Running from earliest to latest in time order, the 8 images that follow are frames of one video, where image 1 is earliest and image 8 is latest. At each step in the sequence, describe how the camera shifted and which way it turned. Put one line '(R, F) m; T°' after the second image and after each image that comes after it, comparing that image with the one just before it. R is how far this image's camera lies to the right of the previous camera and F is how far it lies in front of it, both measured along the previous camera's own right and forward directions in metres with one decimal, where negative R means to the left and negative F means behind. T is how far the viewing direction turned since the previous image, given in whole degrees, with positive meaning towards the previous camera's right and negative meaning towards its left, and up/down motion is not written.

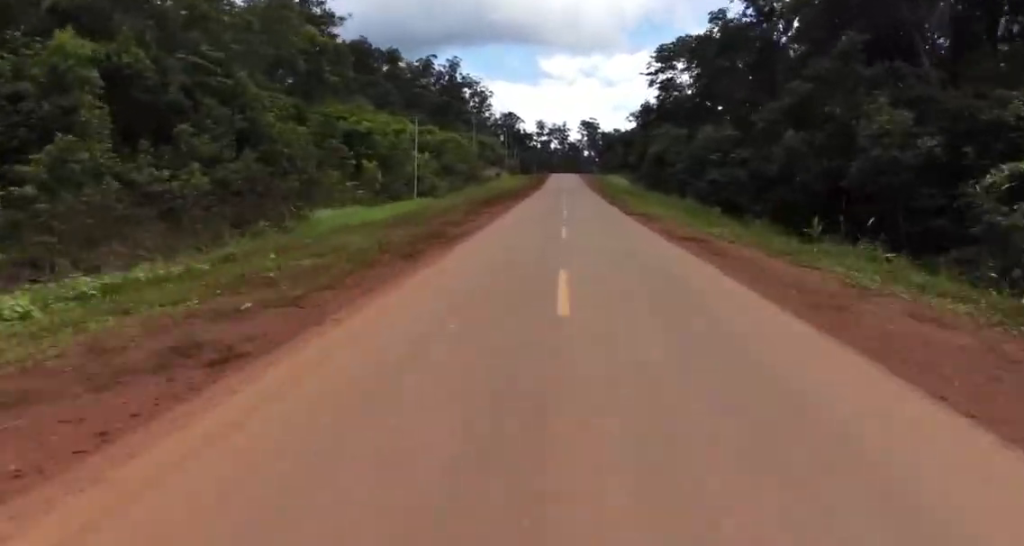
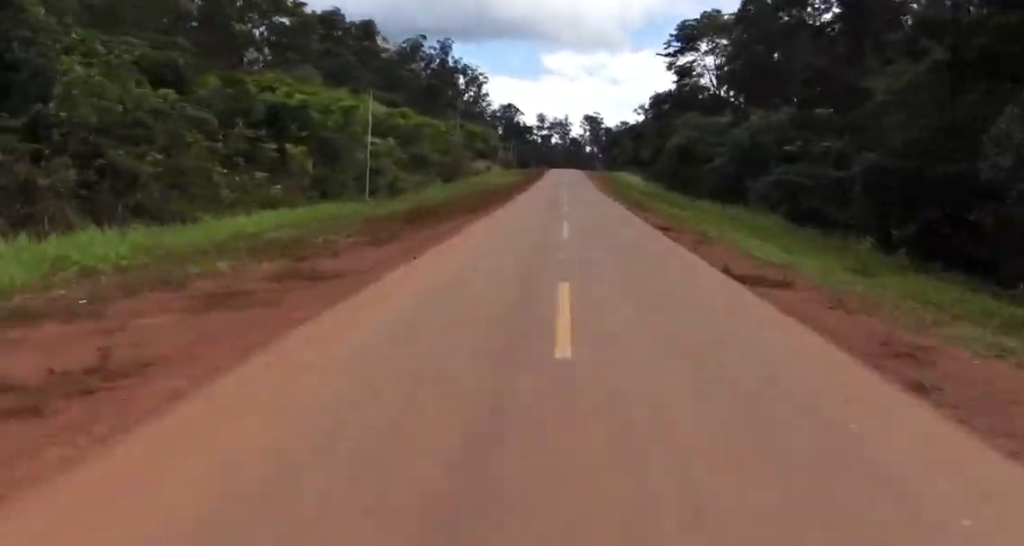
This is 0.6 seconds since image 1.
(0.0, +16.8) m; 0°
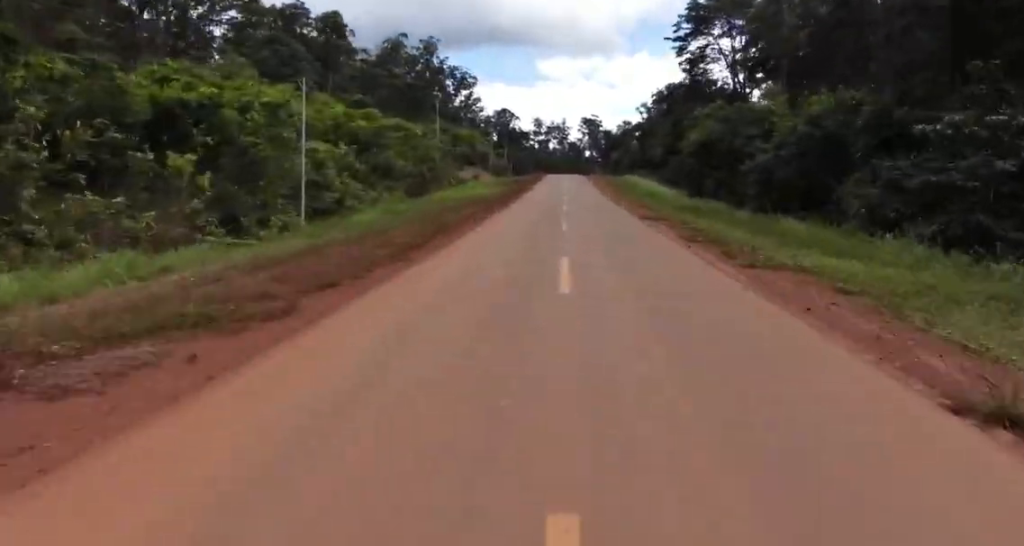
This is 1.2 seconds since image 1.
(+0.1, +13.9) m; -1°
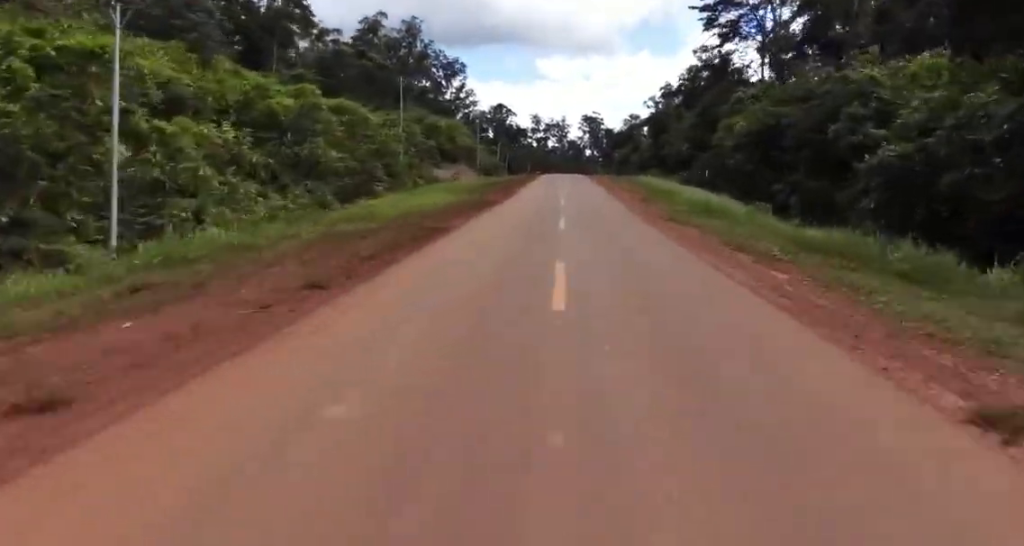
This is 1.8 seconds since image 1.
(-0.3, +17.1) m; +1°
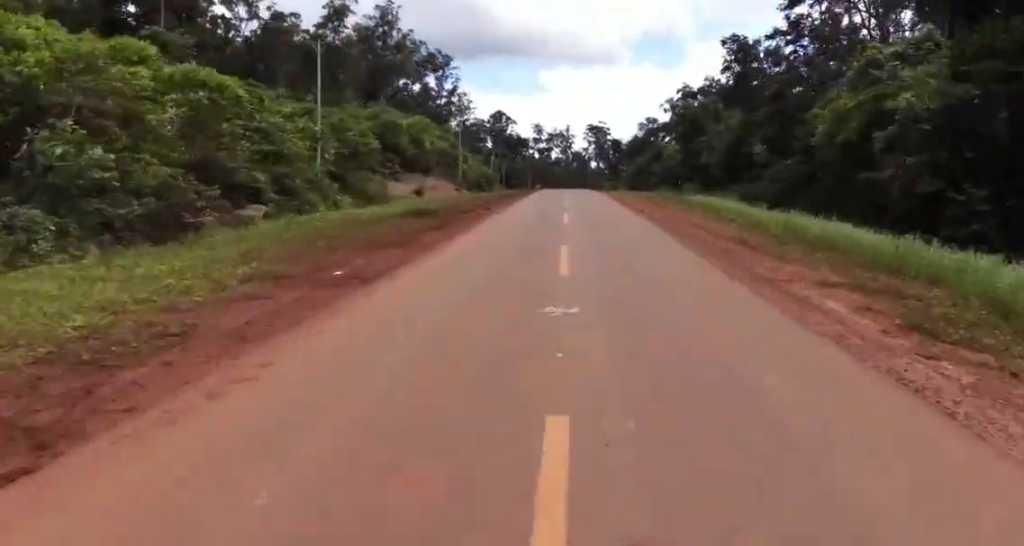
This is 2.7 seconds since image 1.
(-0.1, +21.8) m; +2°
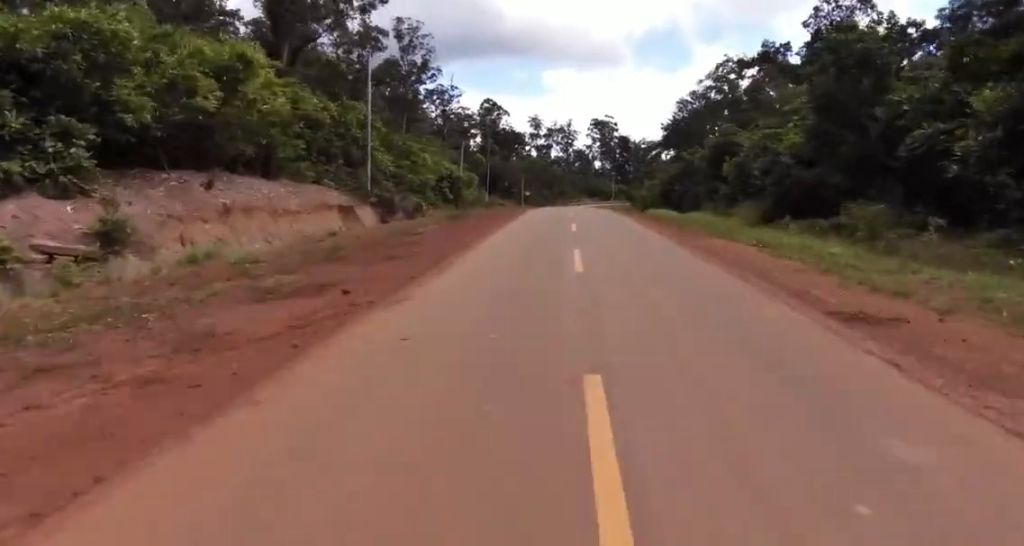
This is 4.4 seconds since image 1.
(-0.5, +40.7) m; -5°
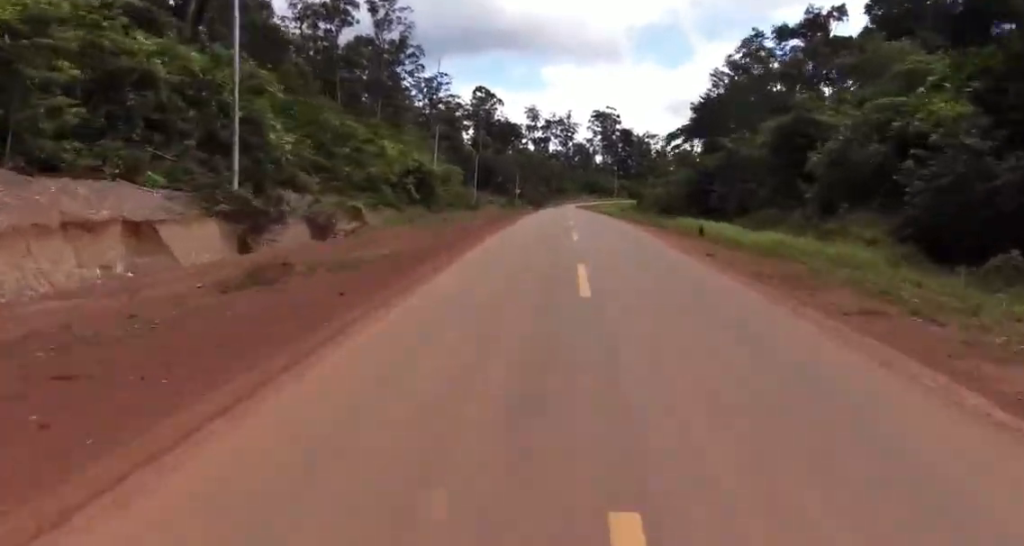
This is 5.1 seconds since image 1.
(-0.1, +17.0) m; 0°
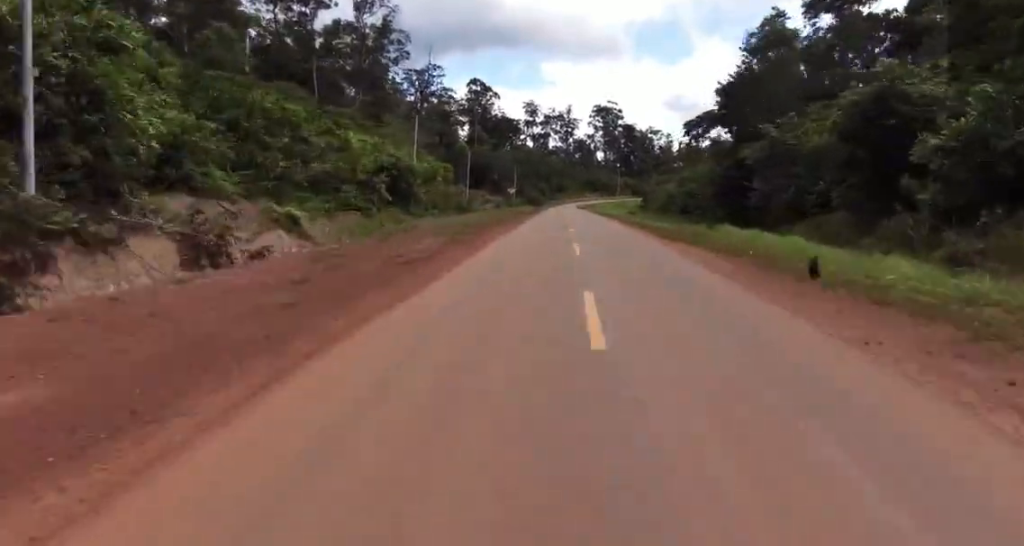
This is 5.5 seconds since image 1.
(0.0, +10.5) m; 0°
